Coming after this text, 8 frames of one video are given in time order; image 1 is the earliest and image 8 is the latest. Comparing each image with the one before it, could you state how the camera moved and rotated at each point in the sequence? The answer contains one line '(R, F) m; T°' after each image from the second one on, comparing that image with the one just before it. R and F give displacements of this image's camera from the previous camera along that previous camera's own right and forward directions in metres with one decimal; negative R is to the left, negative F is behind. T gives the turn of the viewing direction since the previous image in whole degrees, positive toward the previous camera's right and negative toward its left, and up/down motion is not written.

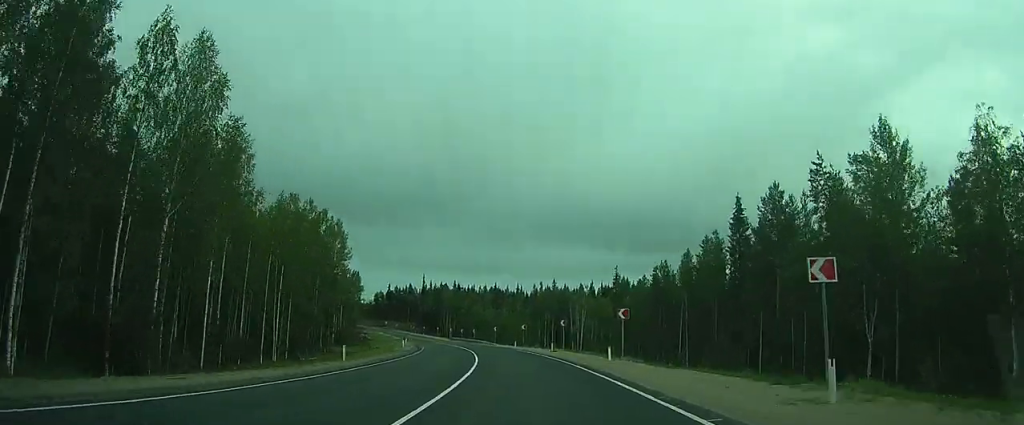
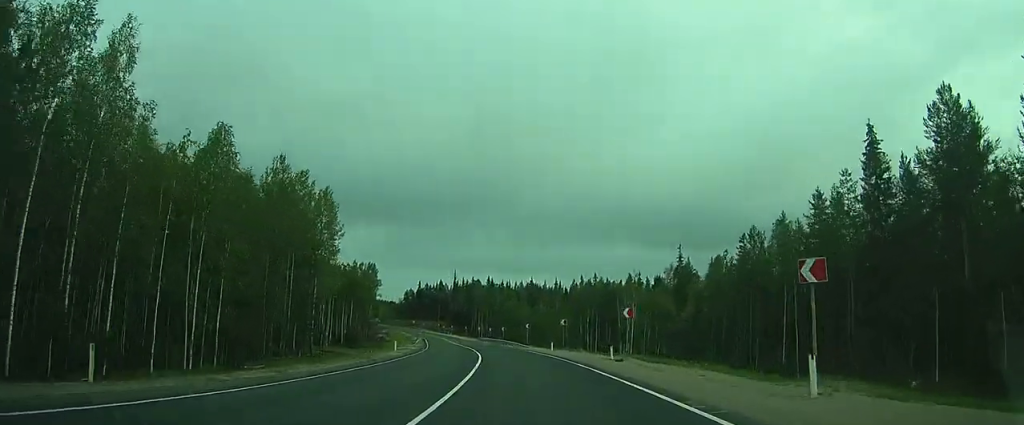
(0.0, +20.3) m; -1°
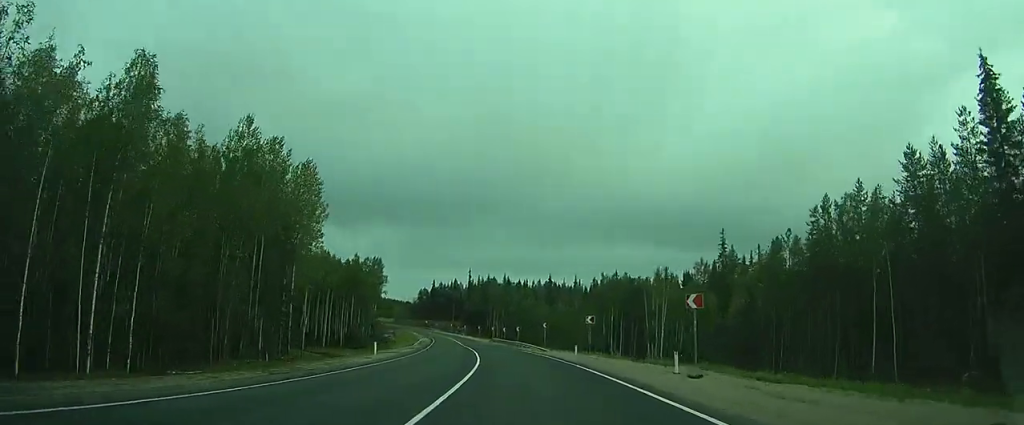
(+0.2, +11.4) m; -5°
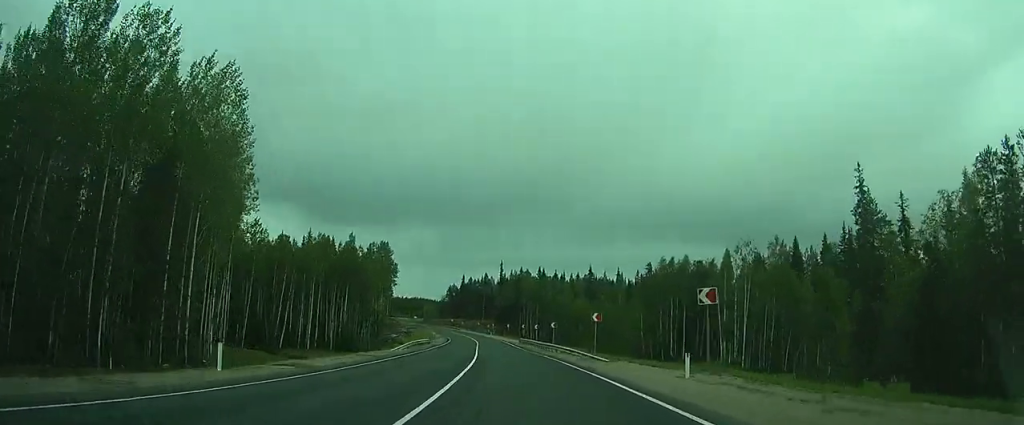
(-2.2, +23.4) m; -9°
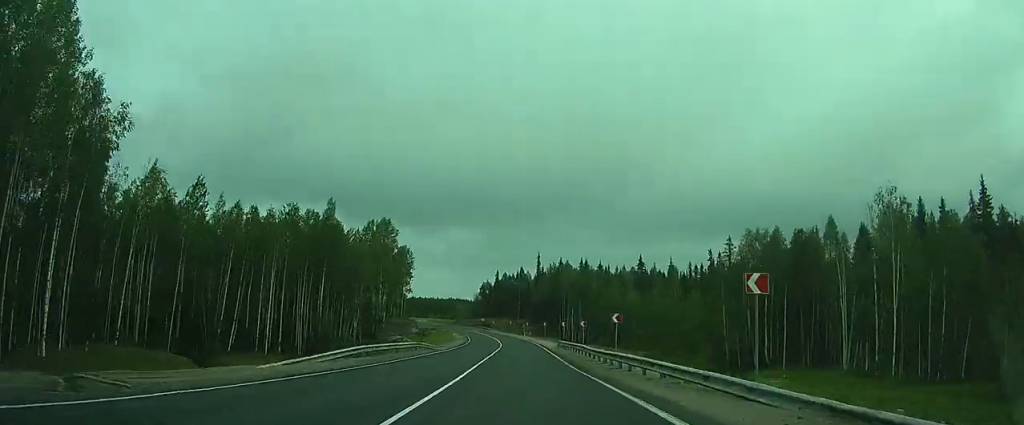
(-1.9, +25.6) m; -4°
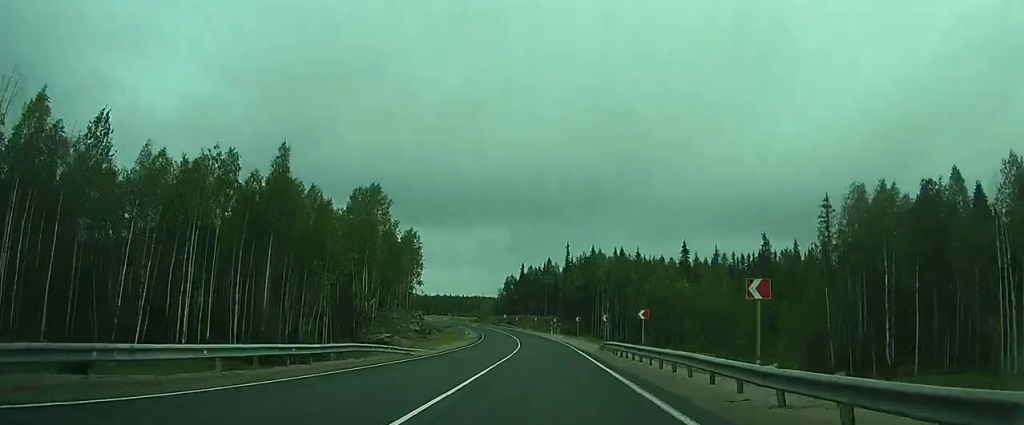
(0.0, +20.8) m; 0°
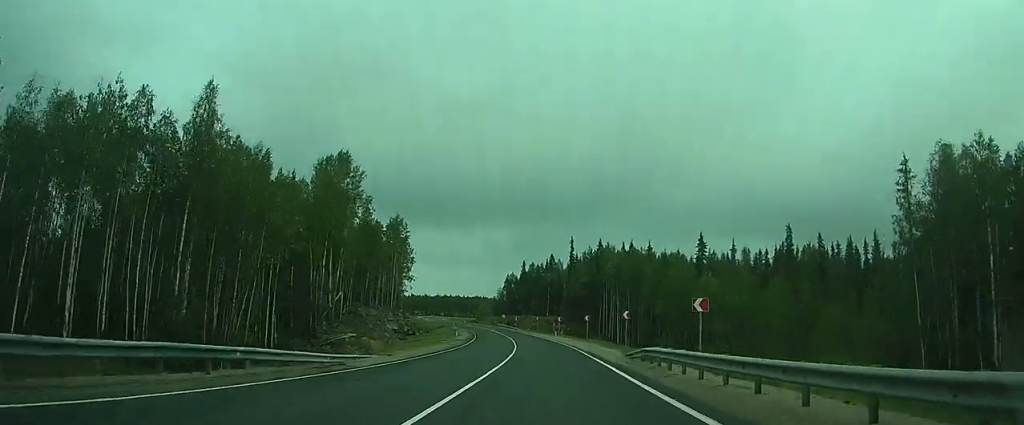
(0.0, +13.4) m; 0°
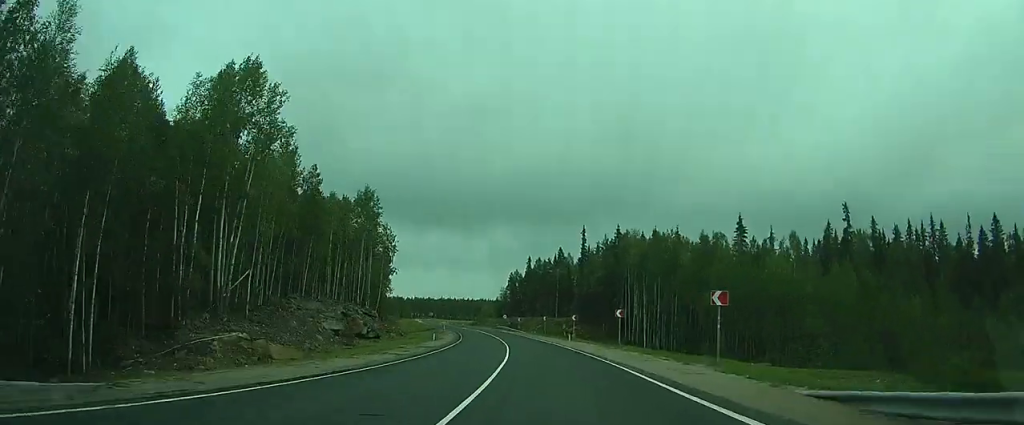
(0.0, +22.7) m; 0°
